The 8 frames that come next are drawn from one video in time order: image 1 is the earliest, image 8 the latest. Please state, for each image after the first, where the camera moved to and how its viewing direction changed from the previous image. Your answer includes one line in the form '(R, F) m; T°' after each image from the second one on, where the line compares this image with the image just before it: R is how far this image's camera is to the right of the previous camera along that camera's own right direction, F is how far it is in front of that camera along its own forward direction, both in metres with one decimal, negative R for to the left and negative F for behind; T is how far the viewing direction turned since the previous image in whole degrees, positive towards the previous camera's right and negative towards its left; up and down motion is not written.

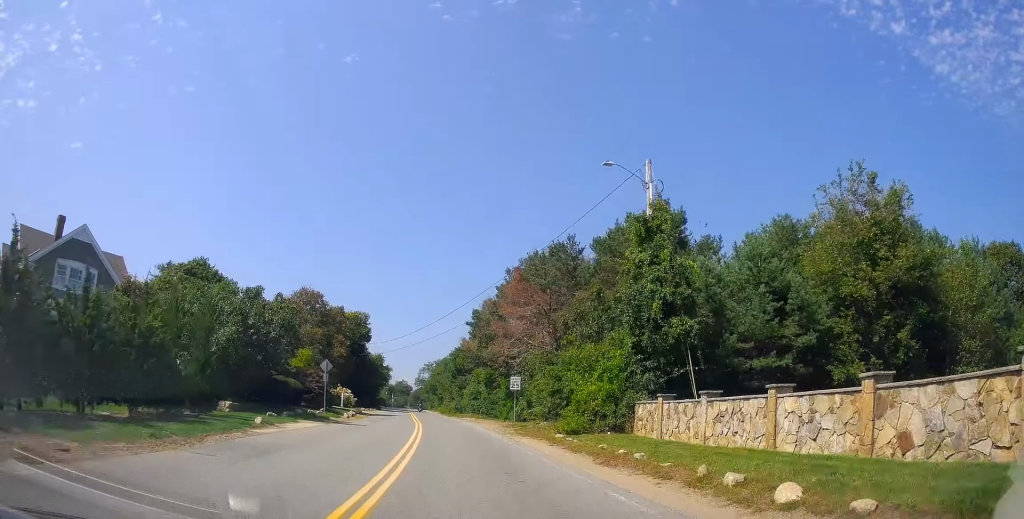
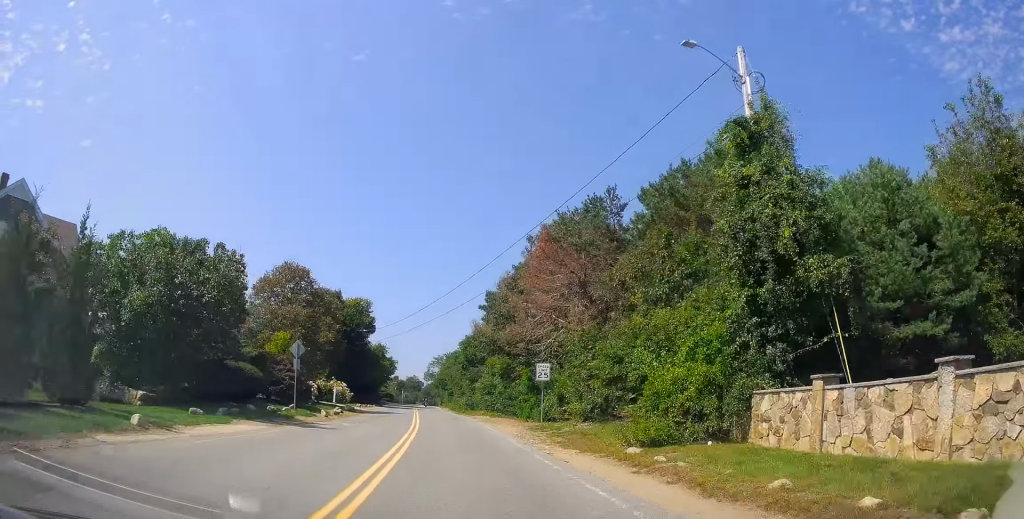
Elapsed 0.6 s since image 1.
(0.0, +8.3) m; -1°
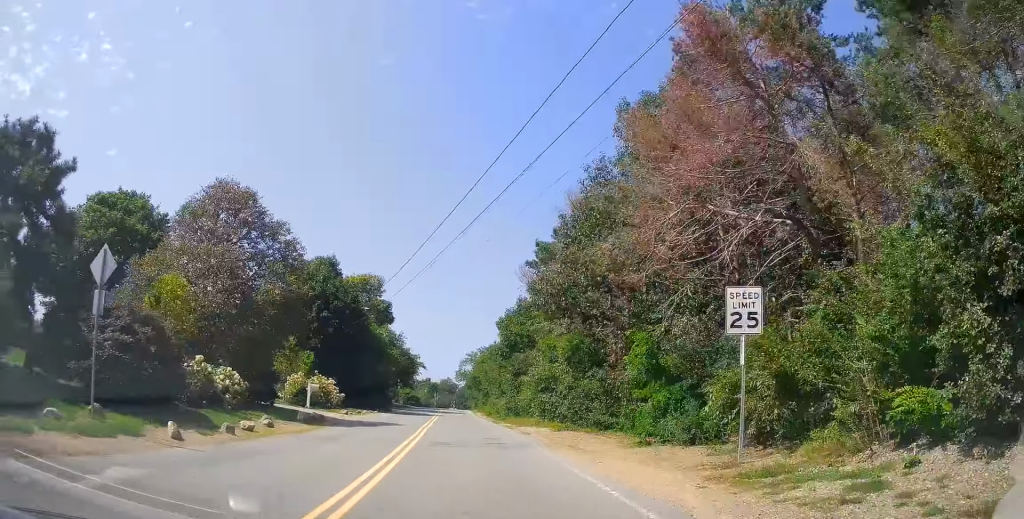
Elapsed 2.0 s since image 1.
(-0.3, +18.3) m; -3°
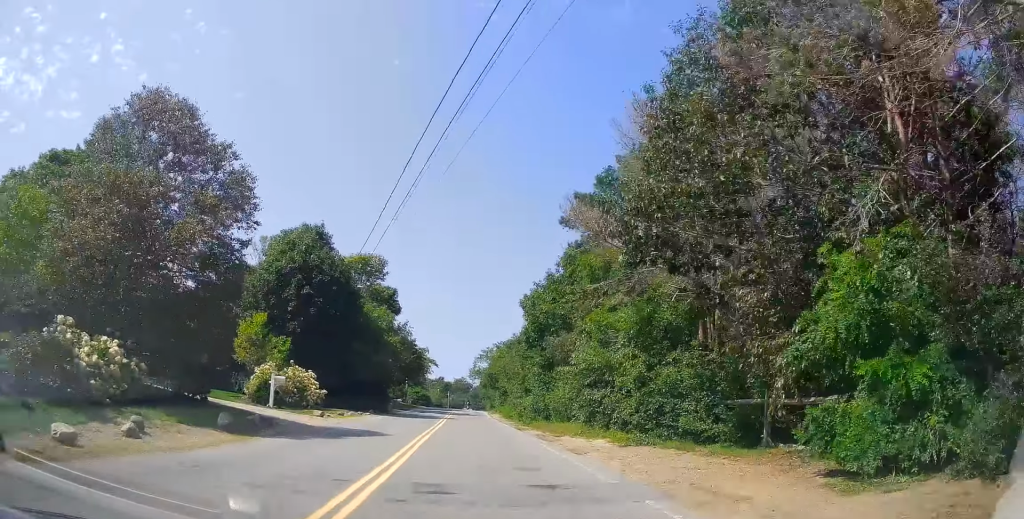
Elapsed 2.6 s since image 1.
(-0.3, +9.4) m; -1°
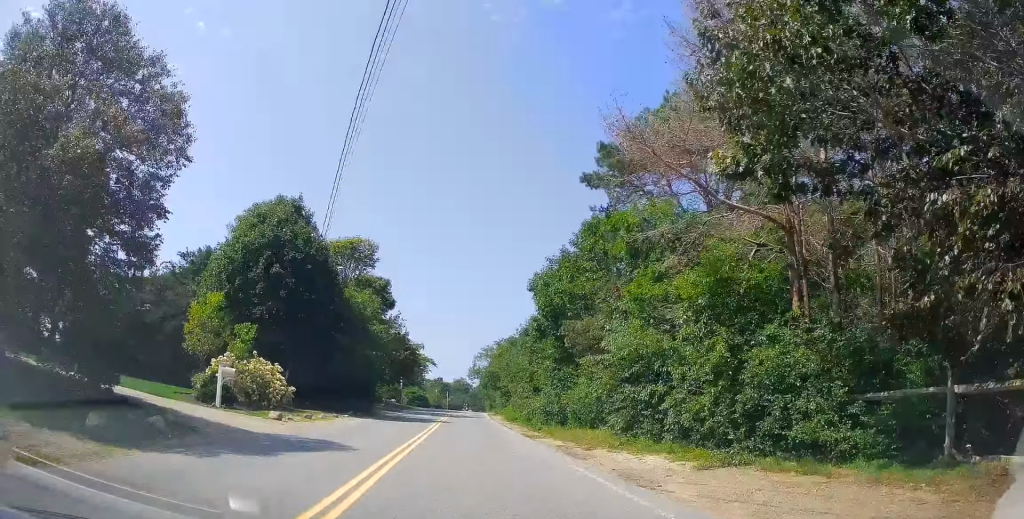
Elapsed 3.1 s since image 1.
(-0.1, +6.1) m; 0°
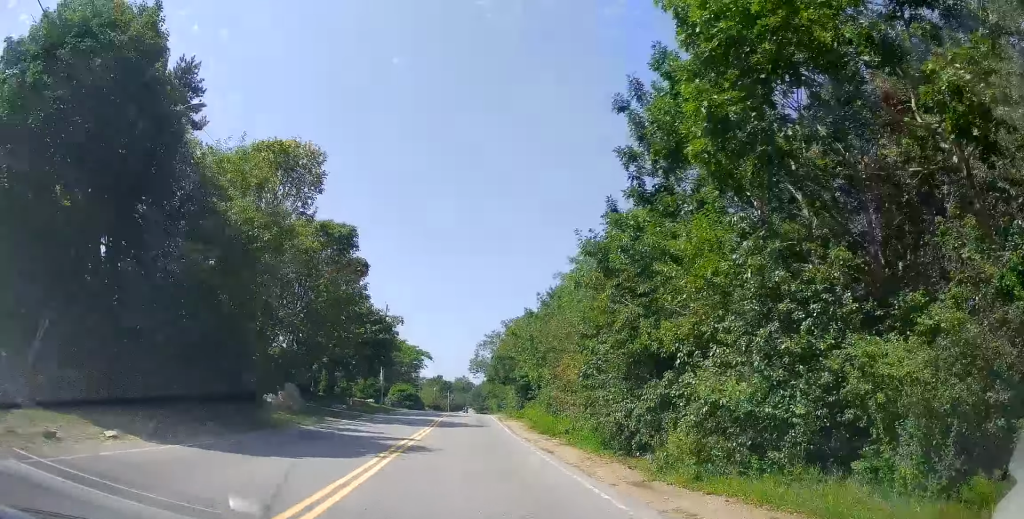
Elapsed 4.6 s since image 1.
(+0.4, +20.6) m; 0°
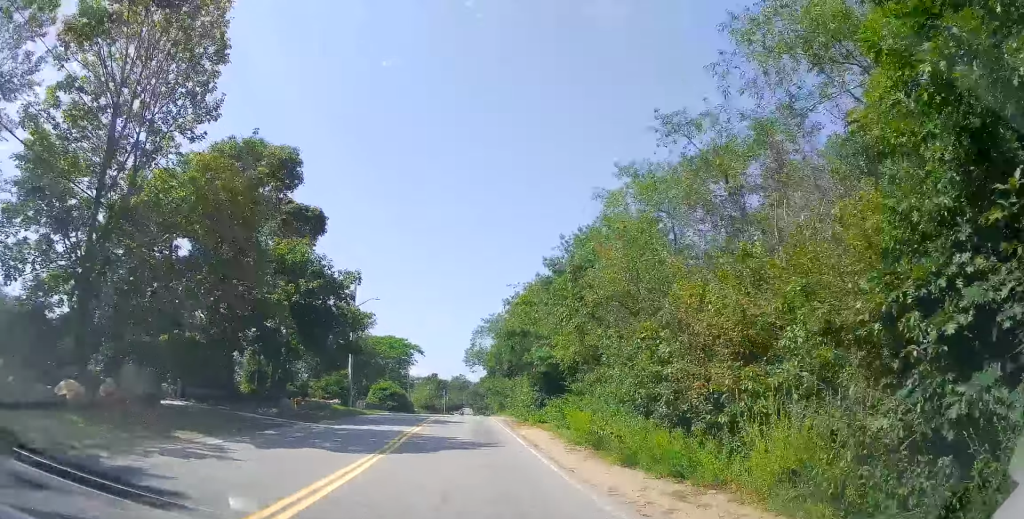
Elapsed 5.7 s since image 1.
(-0.4, +14.9) m; -2°
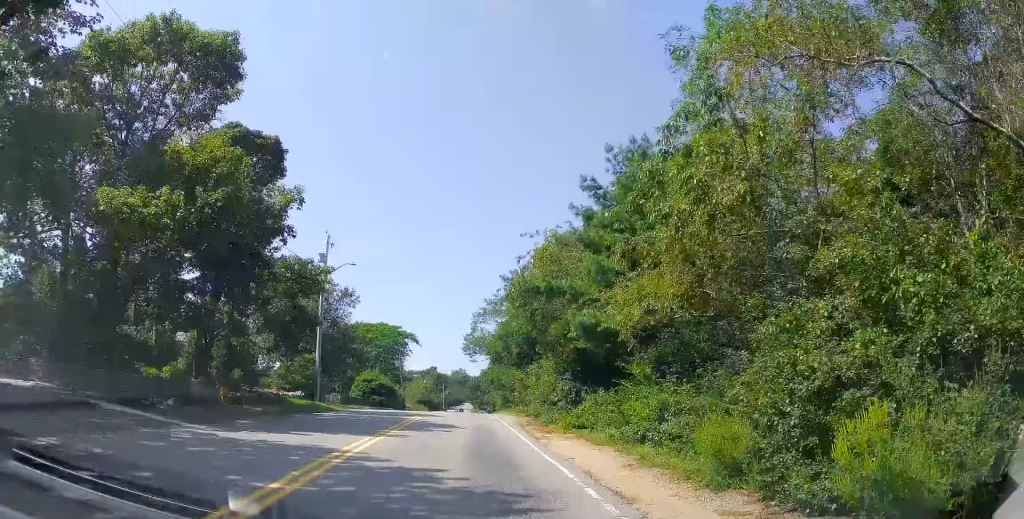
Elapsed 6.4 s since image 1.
(-0.1, +10.3) m; 0°
